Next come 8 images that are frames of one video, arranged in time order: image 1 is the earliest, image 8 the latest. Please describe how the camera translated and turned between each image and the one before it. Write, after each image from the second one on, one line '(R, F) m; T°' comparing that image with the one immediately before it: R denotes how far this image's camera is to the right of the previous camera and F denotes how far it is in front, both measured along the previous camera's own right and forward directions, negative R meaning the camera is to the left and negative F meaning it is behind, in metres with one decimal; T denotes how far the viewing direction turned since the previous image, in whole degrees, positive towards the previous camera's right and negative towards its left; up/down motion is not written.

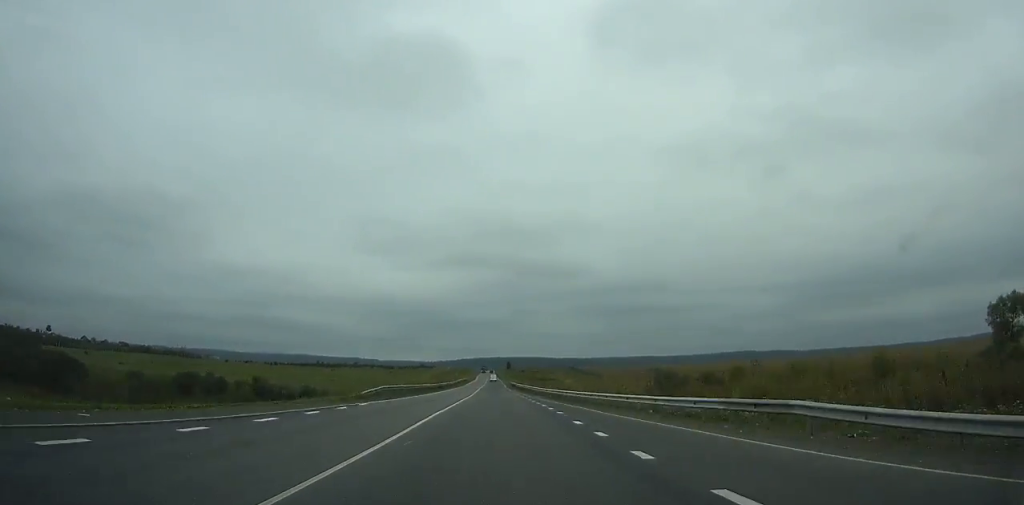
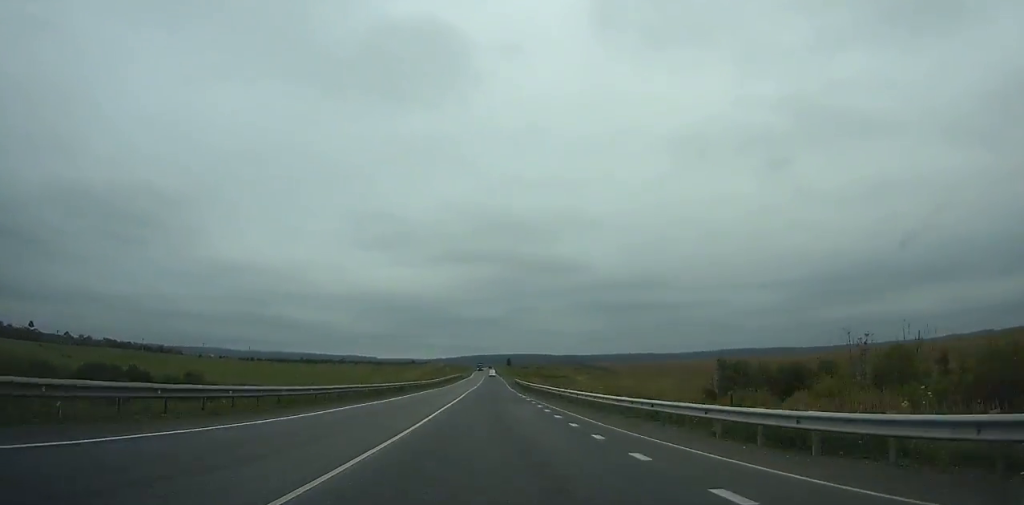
(+1.6, +32.6) m; +2°
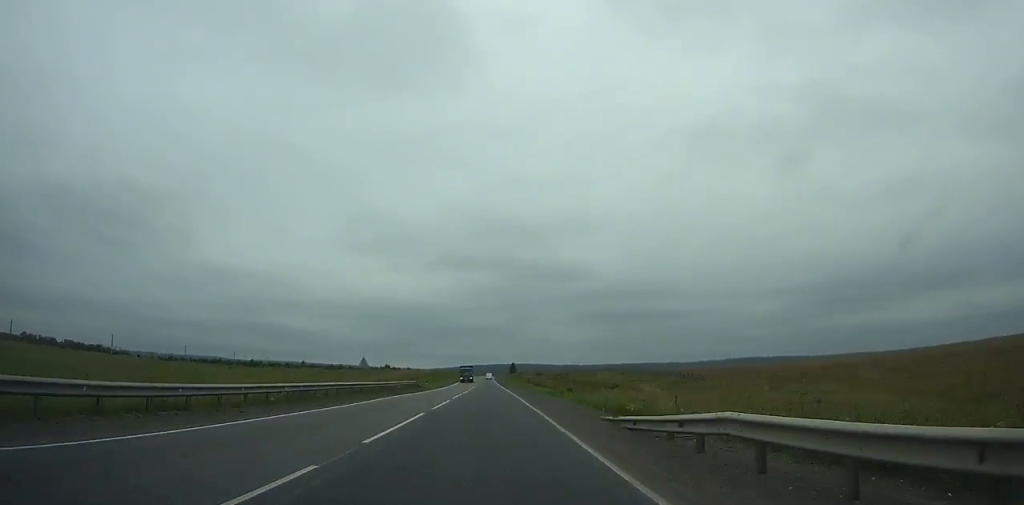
(+2.0, +75.2) m; +1°
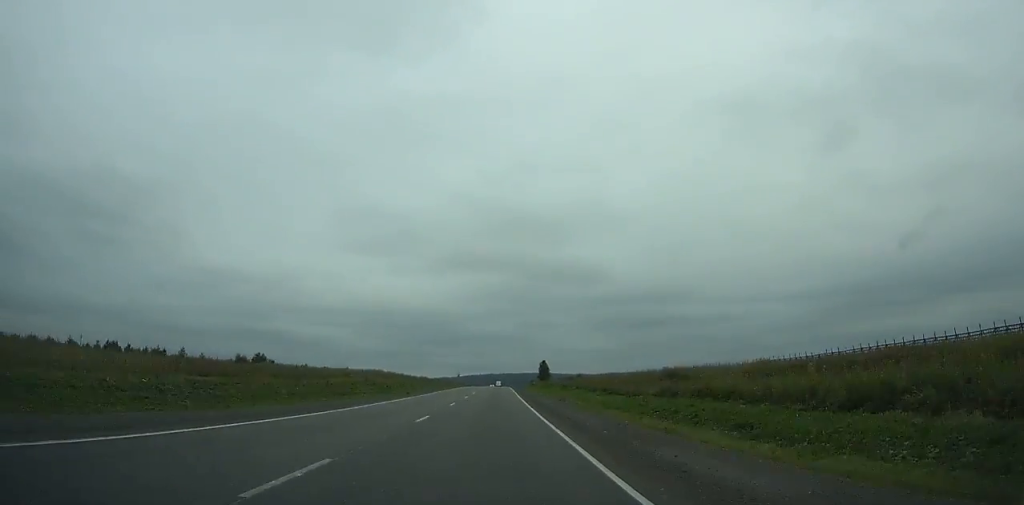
(-1.1, +142.6) m; -1°
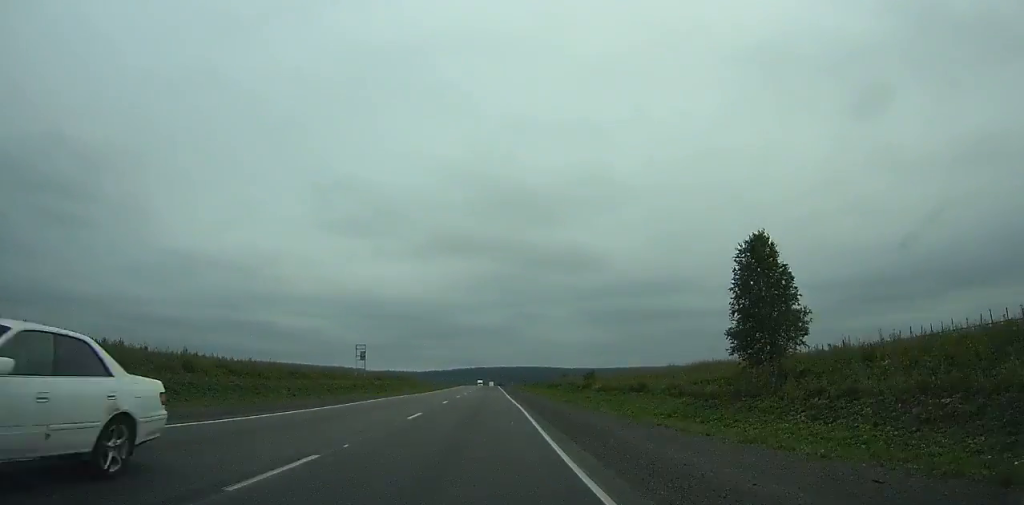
(+0.6, +138.8) m; 0°
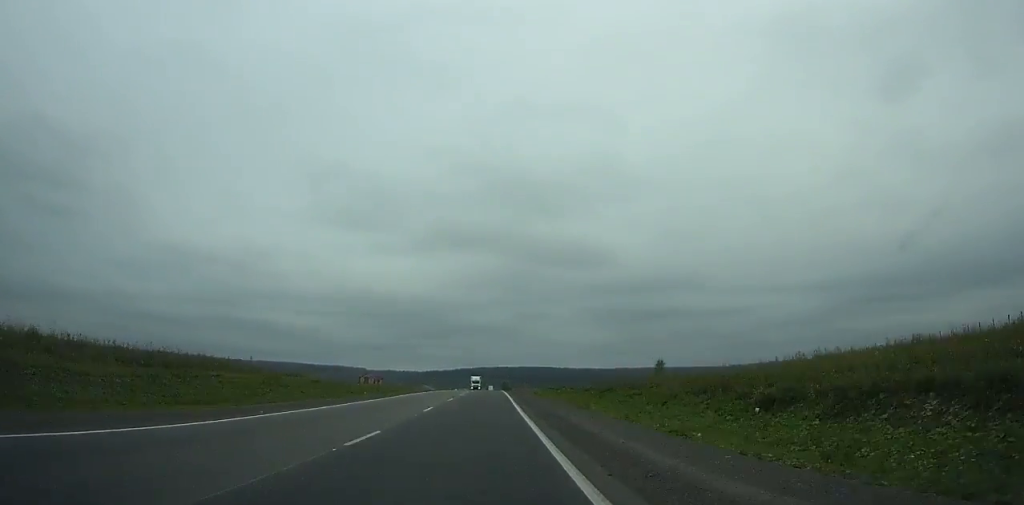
(-0.1, +76.9) m; 0°
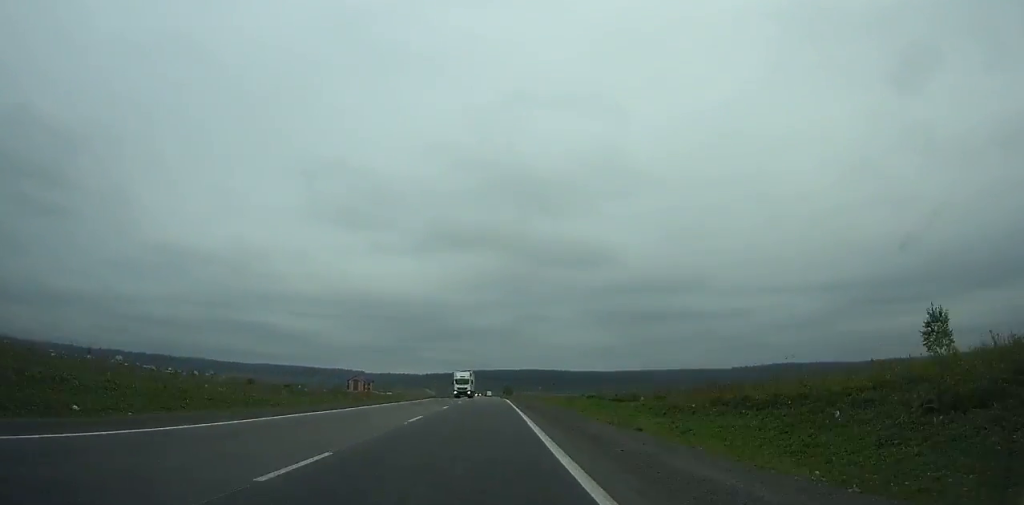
(0.0, +38.7) m; 0°
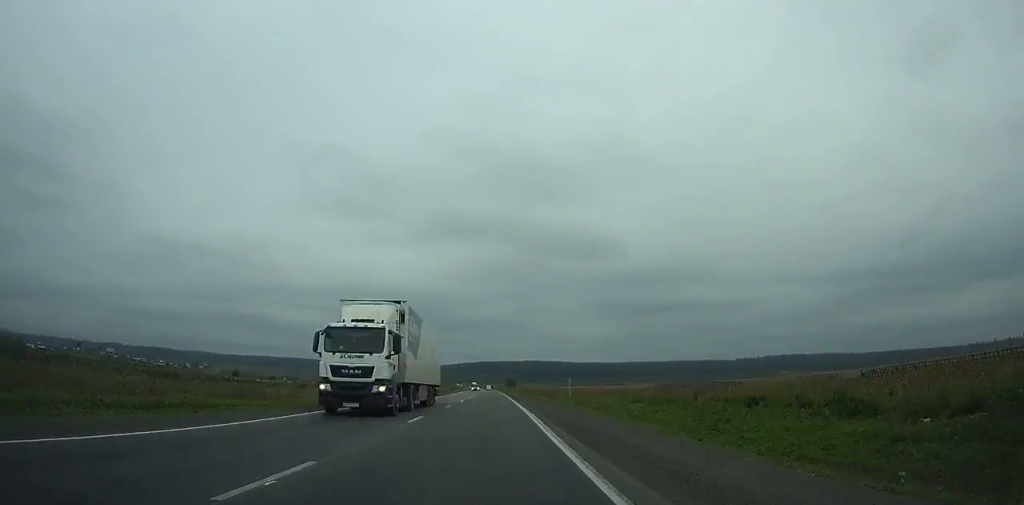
(0.0, +36.3) m; 0°
